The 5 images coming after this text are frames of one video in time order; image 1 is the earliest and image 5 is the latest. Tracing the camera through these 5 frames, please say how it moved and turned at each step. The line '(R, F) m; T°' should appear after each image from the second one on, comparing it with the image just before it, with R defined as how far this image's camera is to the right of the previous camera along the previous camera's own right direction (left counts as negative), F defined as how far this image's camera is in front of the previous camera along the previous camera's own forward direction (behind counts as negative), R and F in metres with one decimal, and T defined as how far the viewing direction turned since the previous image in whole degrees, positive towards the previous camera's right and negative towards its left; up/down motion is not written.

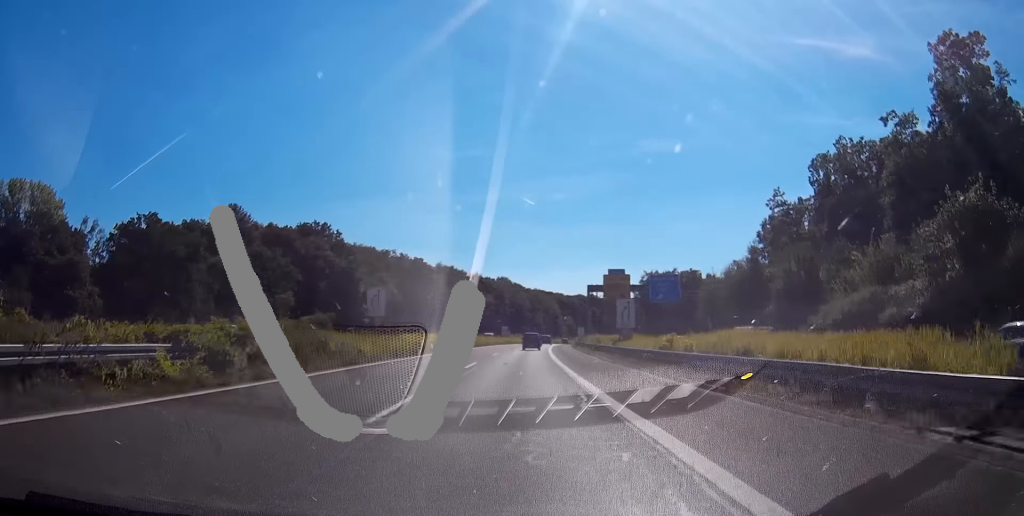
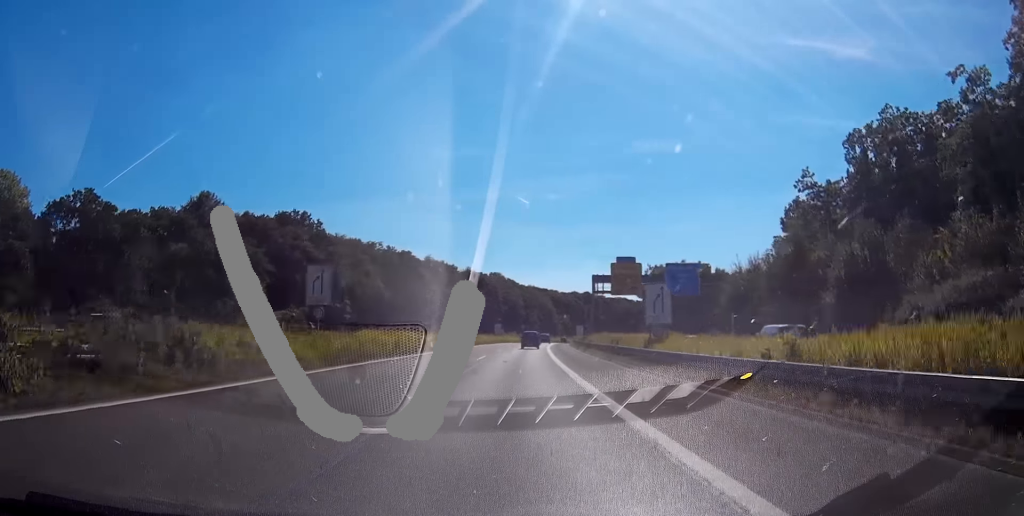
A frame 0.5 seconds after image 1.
(+0.2, +11.9) m; +1°
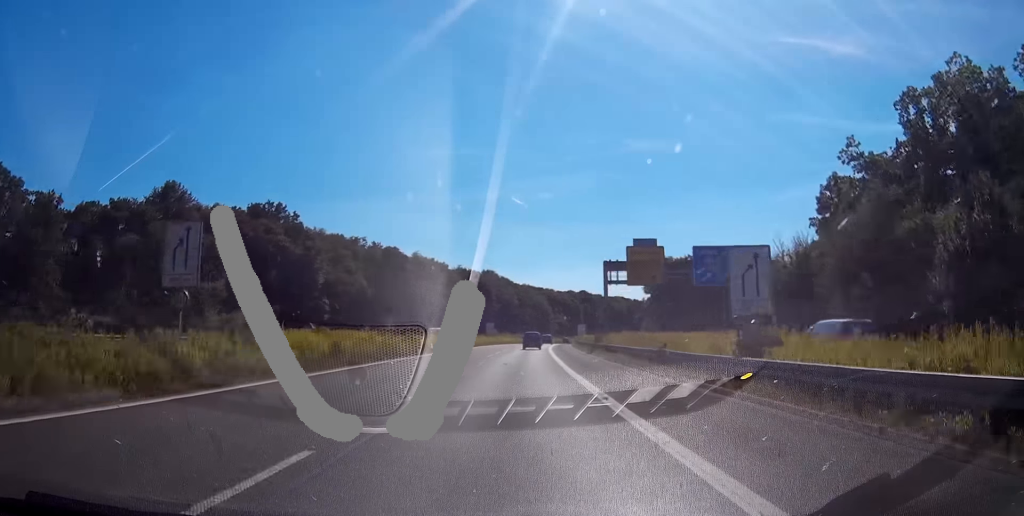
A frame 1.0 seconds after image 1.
(+0.1, +13.6) m; +1°
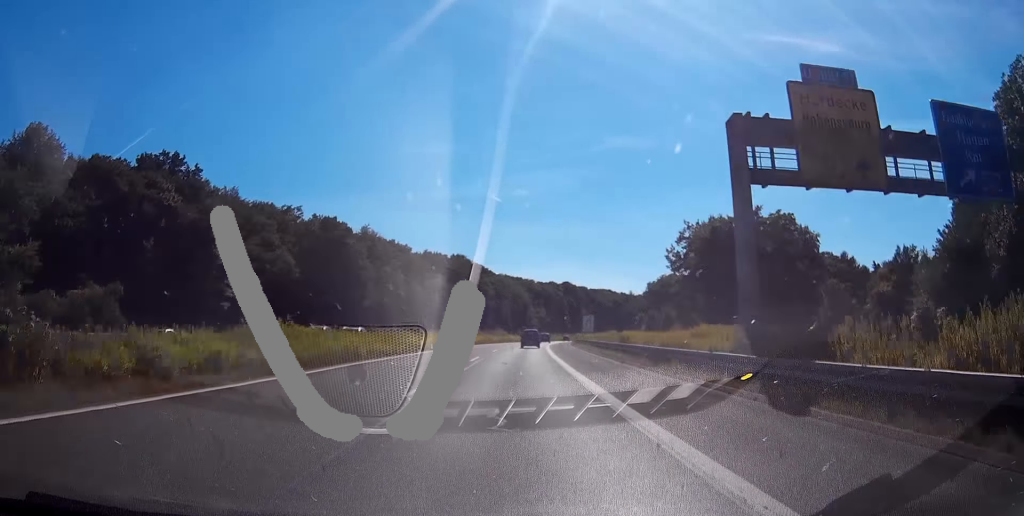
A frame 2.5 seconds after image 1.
(+0.5, +39.3) m; +2°
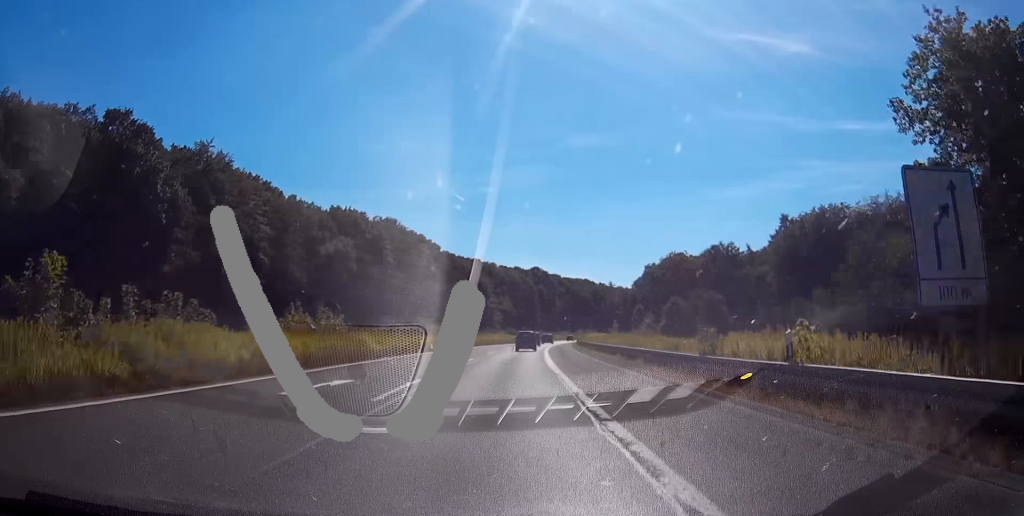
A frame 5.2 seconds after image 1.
(+1.9, +70.5) m; +2°
